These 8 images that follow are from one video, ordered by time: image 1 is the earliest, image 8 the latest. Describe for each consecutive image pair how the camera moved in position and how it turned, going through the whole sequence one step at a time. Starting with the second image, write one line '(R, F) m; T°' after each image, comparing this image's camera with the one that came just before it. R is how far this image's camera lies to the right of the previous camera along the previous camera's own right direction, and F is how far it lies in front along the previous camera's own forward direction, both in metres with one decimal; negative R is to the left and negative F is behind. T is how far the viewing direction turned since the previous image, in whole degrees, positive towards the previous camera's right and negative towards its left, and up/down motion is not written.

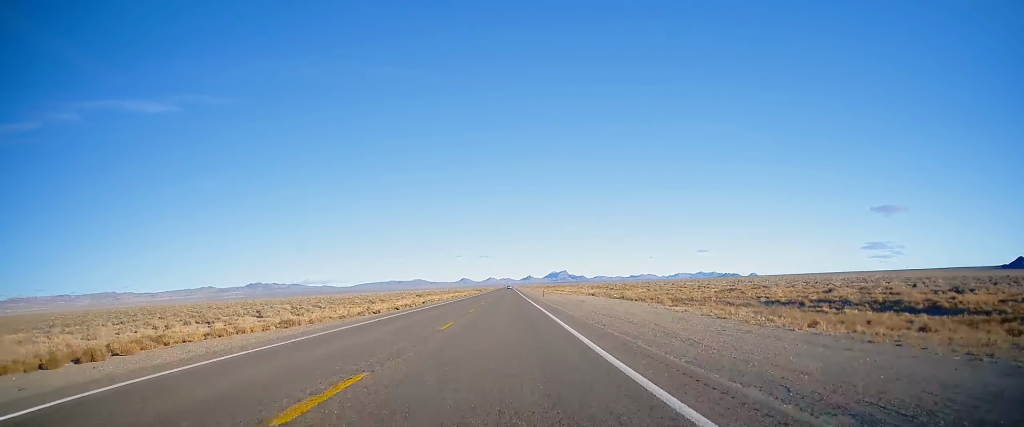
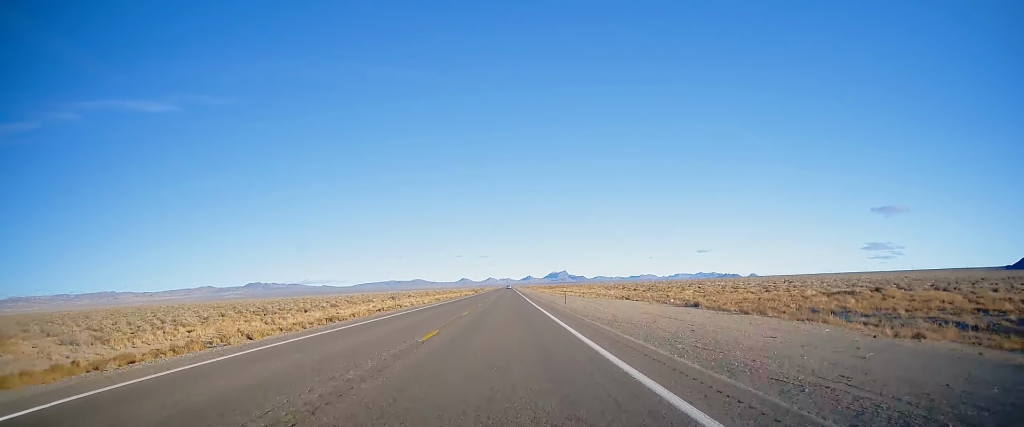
(+0.2, +28.1) m; +1°
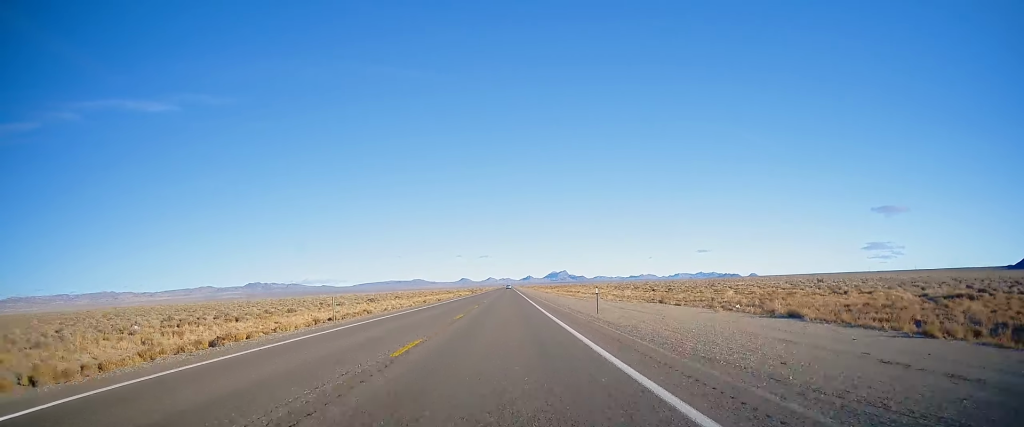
(+0.1, +15.3) m; 0°
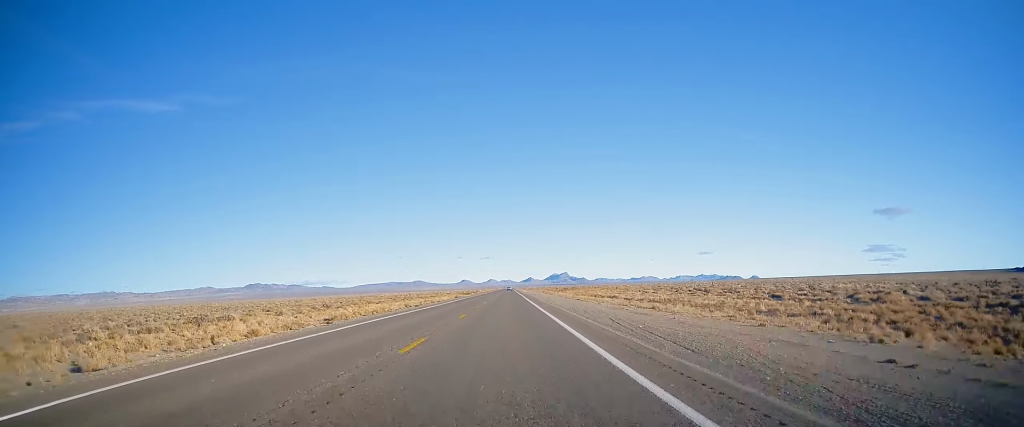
(0.0, +48.5) m; -1°
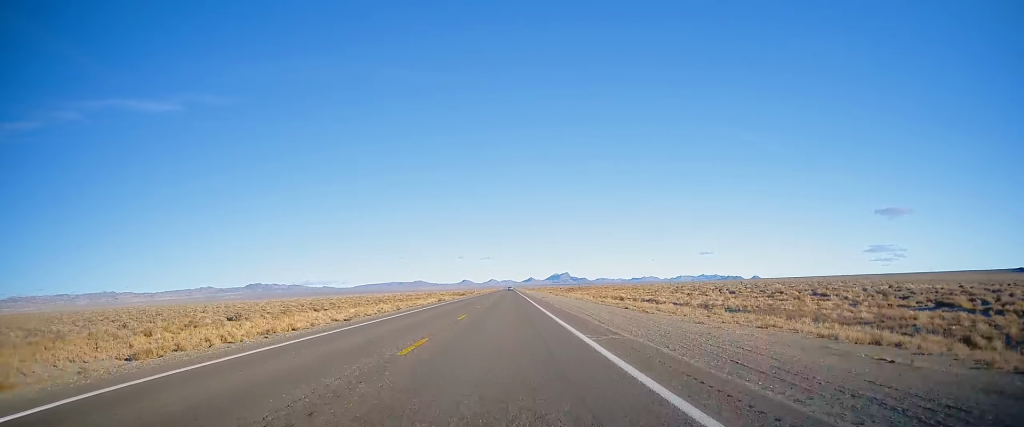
(-0.2, +24.6) m; 0°
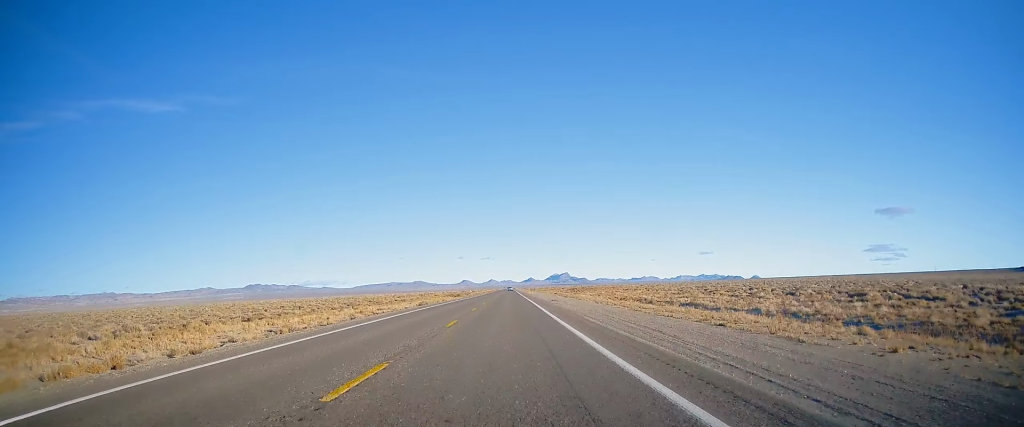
(-0.3, +16.3) m; +1°
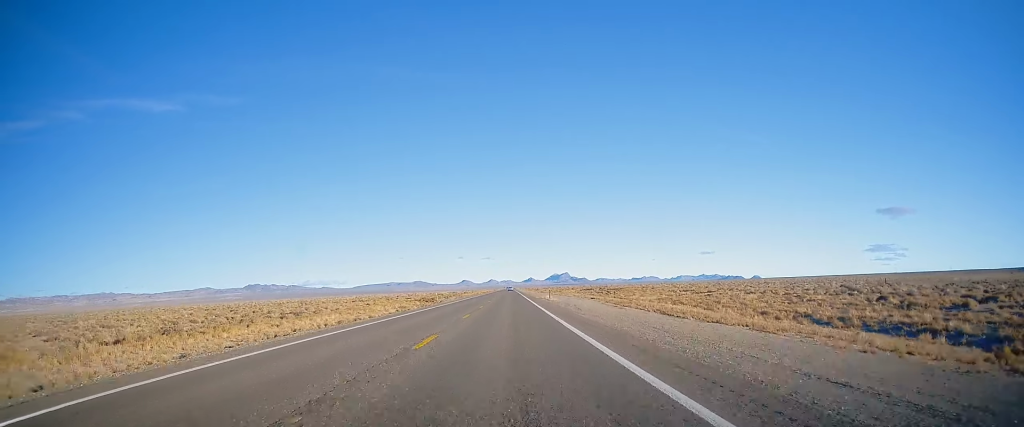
(+0.2, +55.0) m; -1°
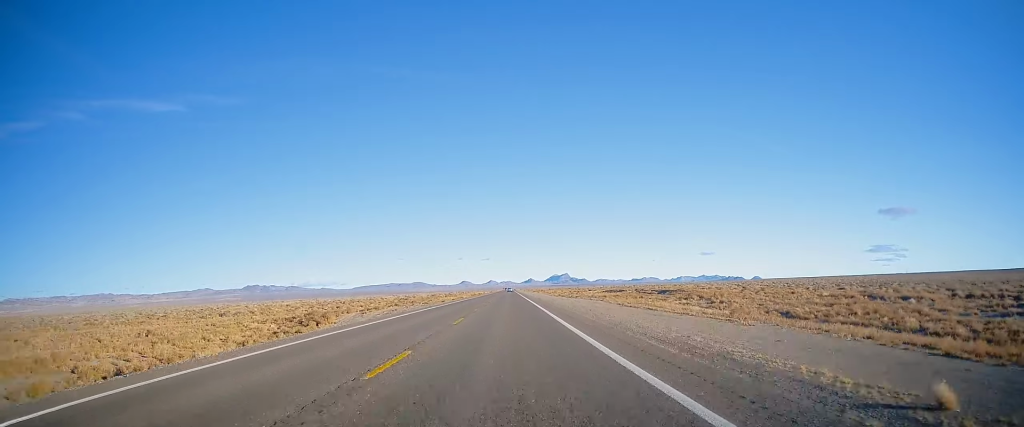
(+0.1, +64.8) m; +1°
